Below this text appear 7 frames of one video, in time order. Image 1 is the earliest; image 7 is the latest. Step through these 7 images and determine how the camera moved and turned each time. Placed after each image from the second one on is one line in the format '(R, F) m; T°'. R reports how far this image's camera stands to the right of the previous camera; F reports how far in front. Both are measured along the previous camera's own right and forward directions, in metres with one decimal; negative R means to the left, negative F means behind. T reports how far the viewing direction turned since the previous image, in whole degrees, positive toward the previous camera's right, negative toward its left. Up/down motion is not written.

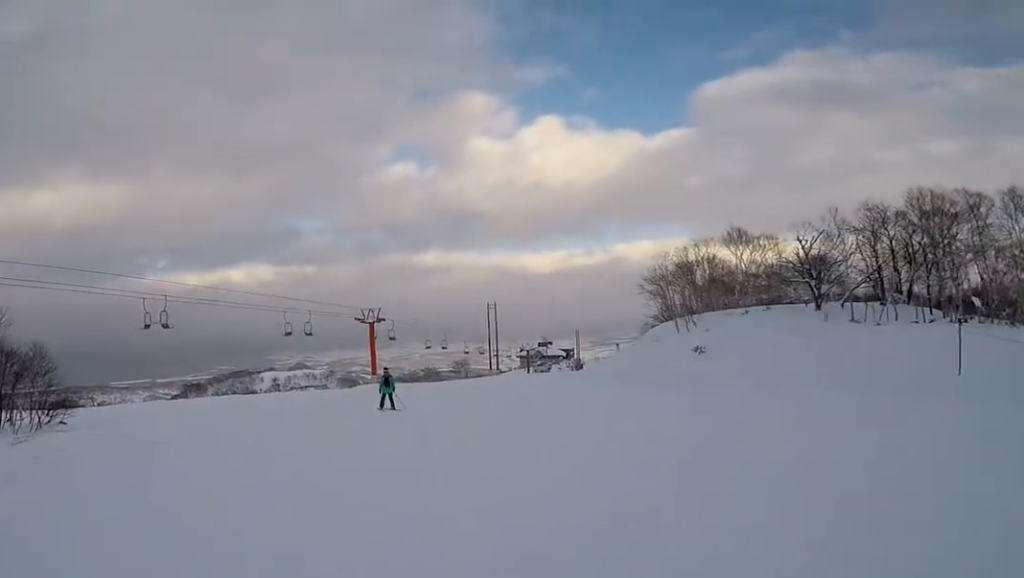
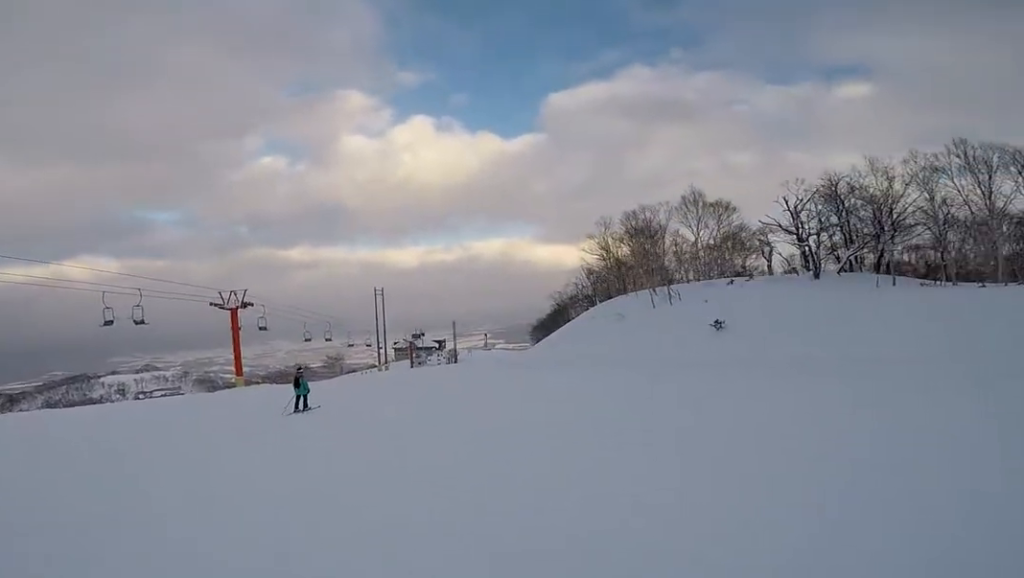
(+0.4, +12.9) m; +11°
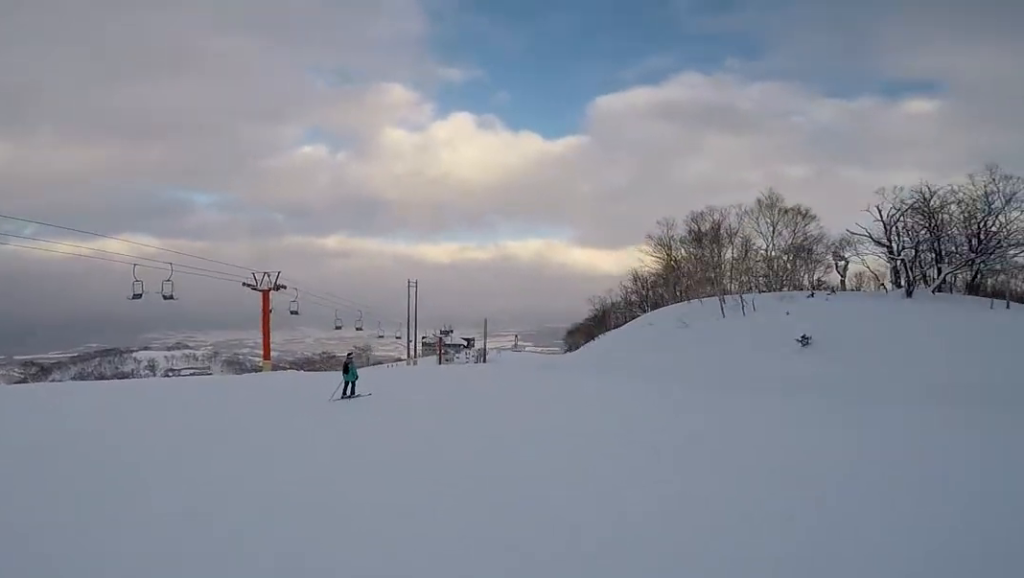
(0.0, +2.4) m; 0°
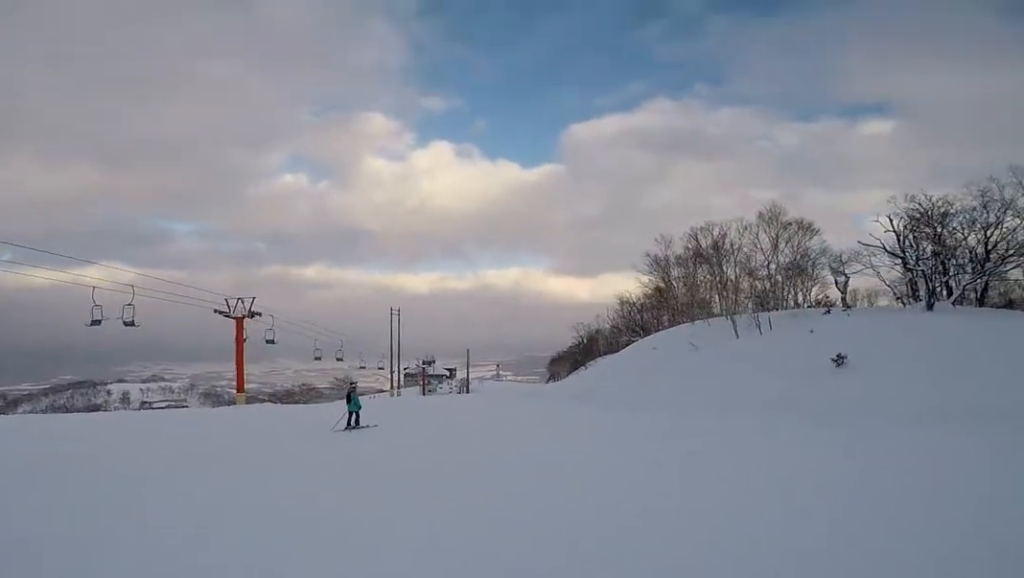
(0.0, +2.8) m; 0°
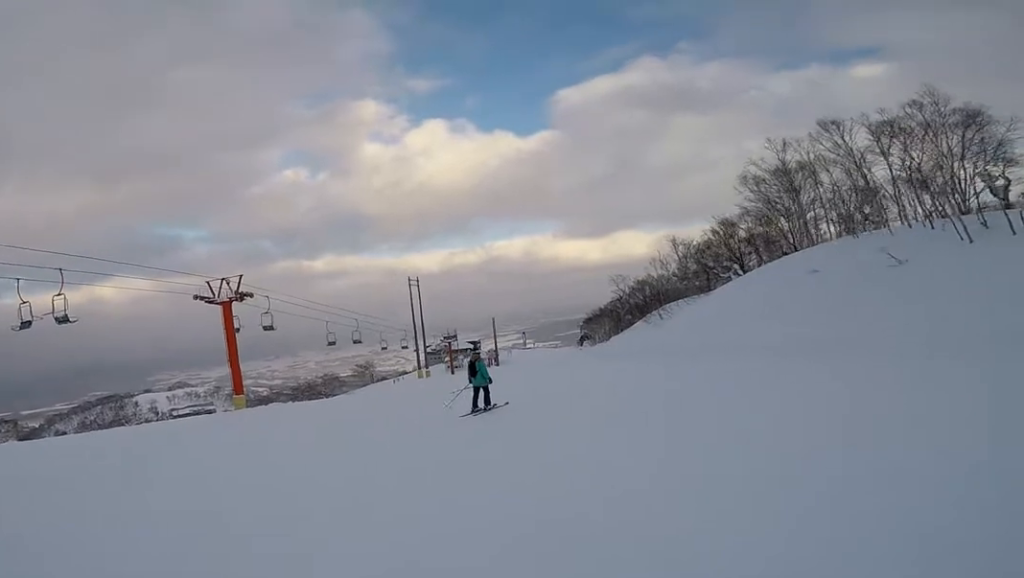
(0.0, +8.8) m; +11°
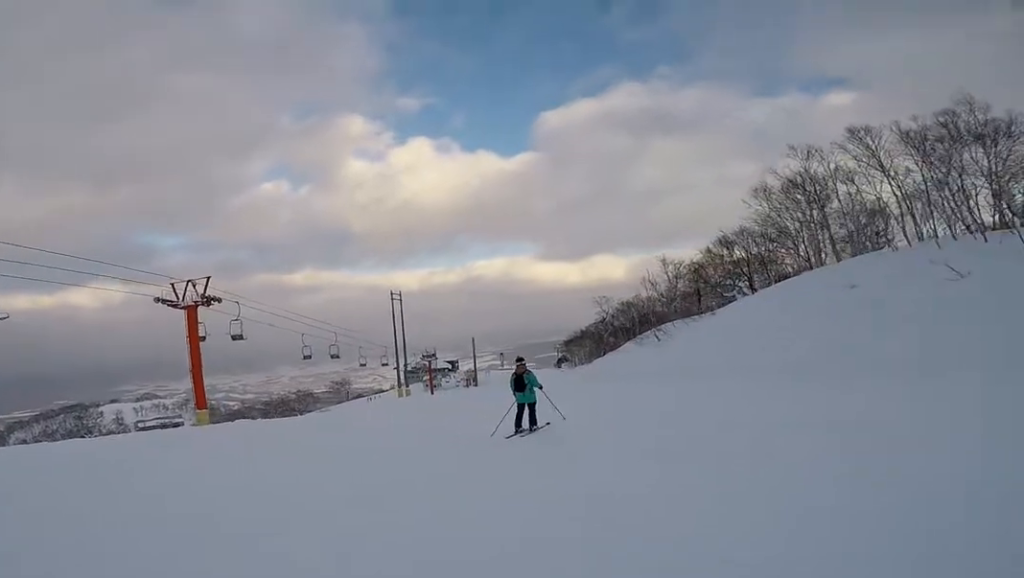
(+0.4, +2.5) m; +8°
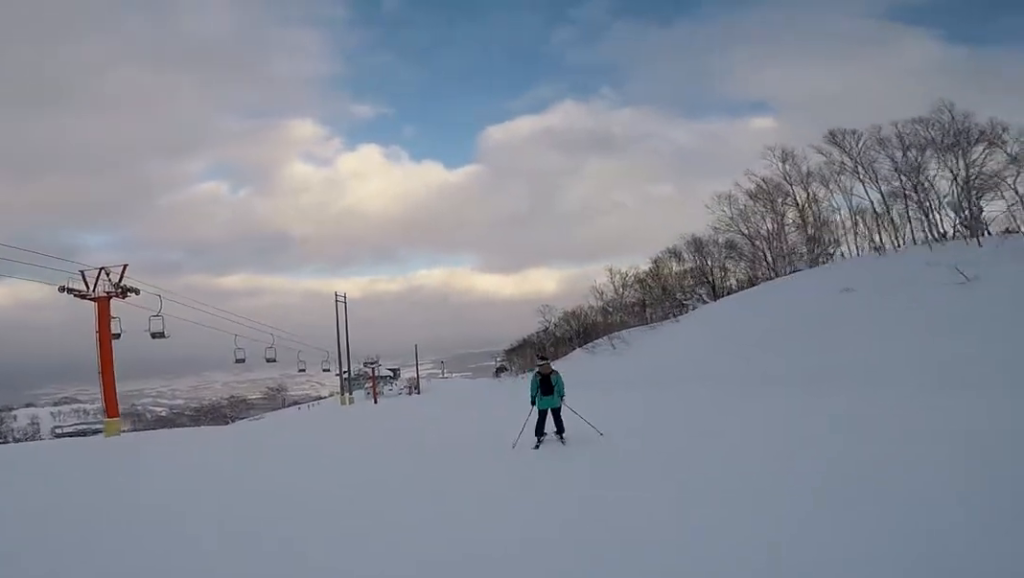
(+0.4, +2.5) m; +8°
